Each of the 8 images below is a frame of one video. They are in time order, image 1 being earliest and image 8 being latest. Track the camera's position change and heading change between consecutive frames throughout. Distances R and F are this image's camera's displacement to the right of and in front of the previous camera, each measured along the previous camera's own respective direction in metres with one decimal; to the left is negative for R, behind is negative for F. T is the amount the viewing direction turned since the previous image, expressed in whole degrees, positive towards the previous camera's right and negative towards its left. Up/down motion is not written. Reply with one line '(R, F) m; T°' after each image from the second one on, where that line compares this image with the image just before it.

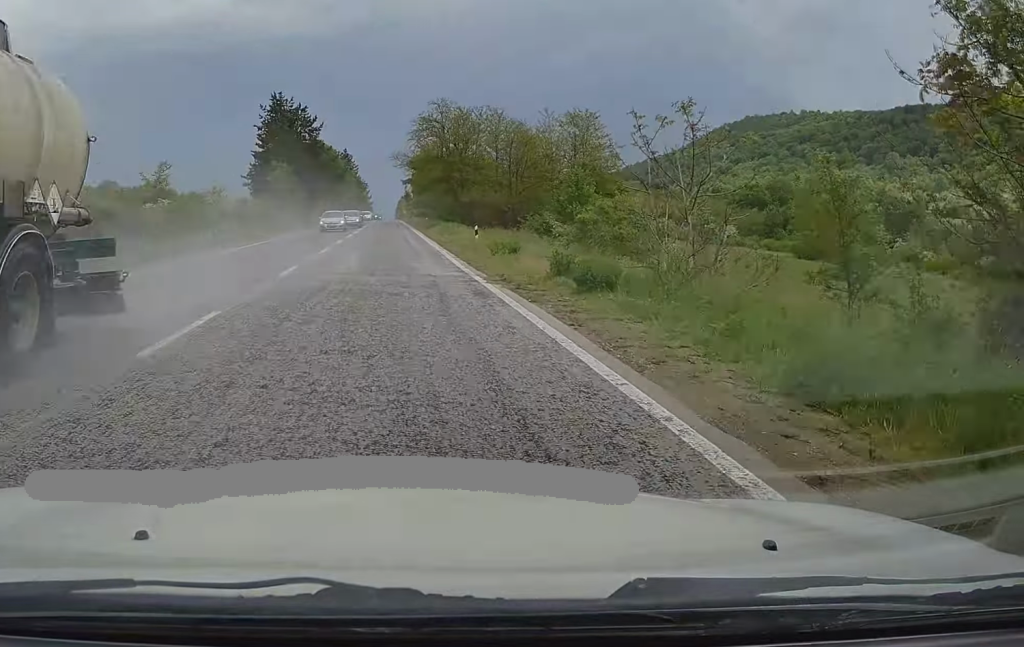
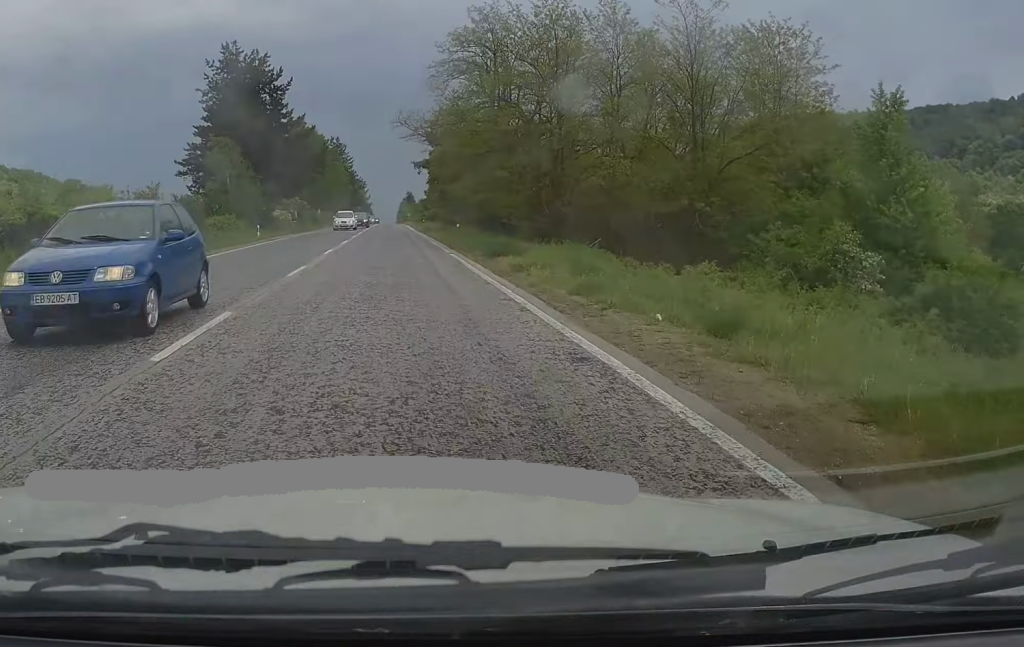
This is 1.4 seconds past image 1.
(-0.3, +35.9) m; 0°
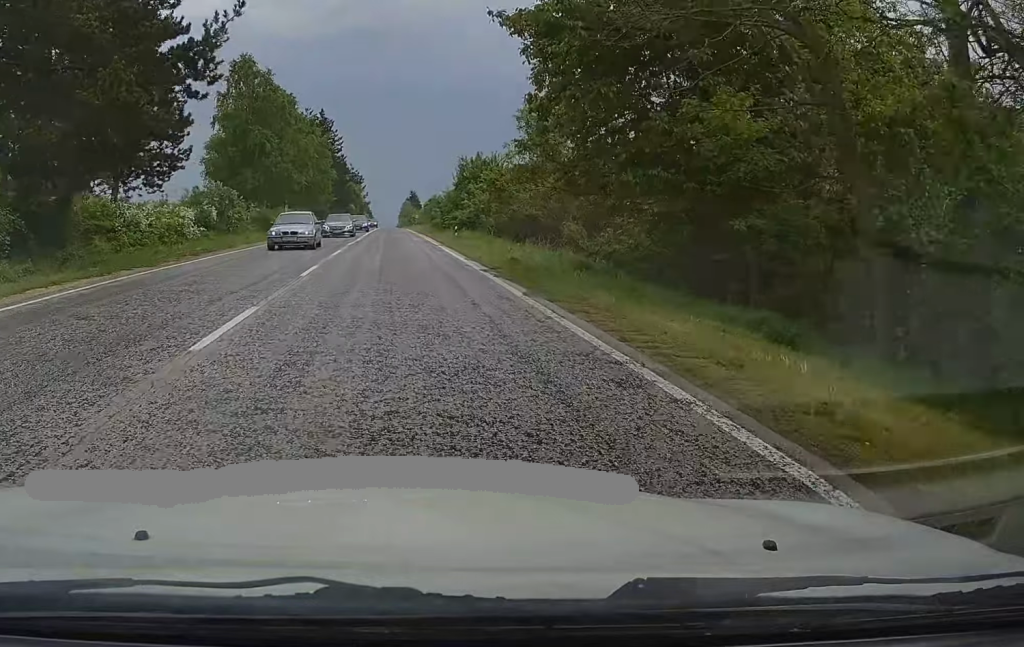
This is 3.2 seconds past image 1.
(+0.1, +44.3) m; -1°
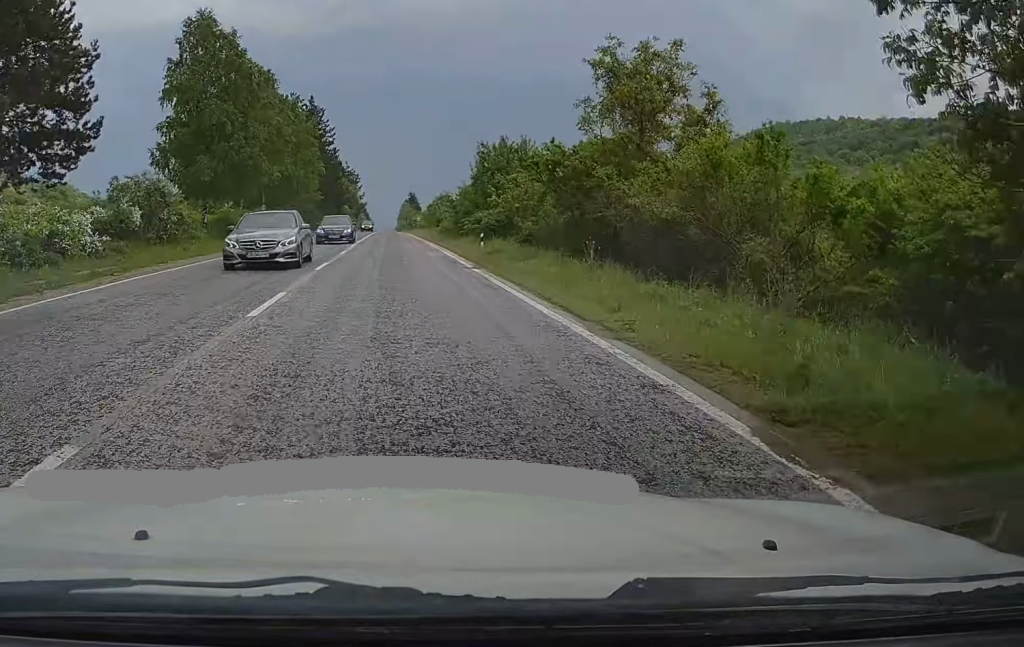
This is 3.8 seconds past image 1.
(-0.1, +15.1) m; 0°
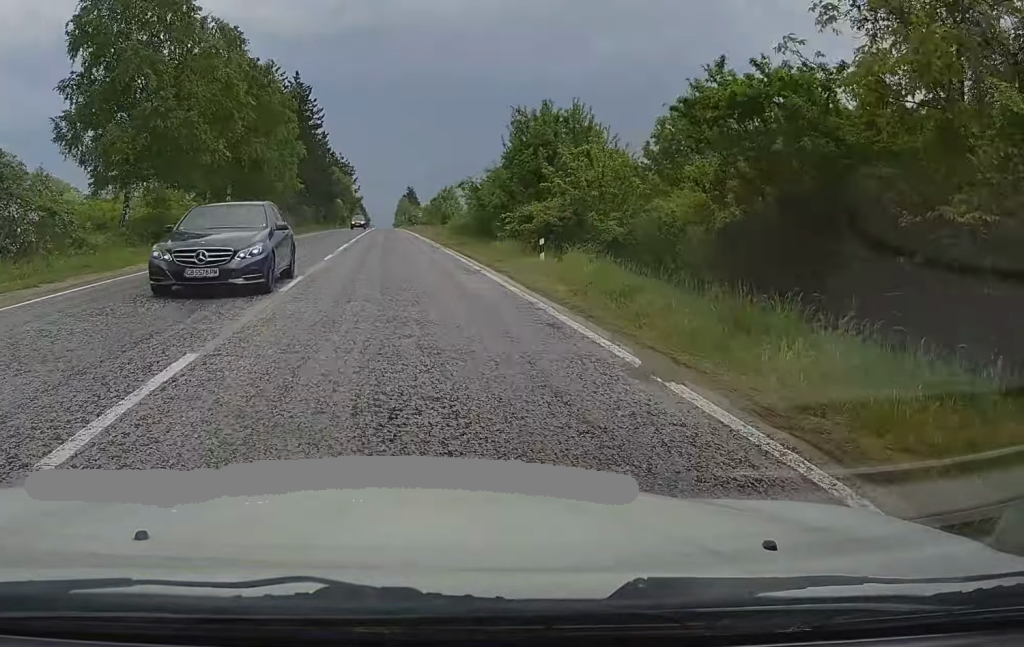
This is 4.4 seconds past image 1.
(-0.1, +15.1) m; +1°
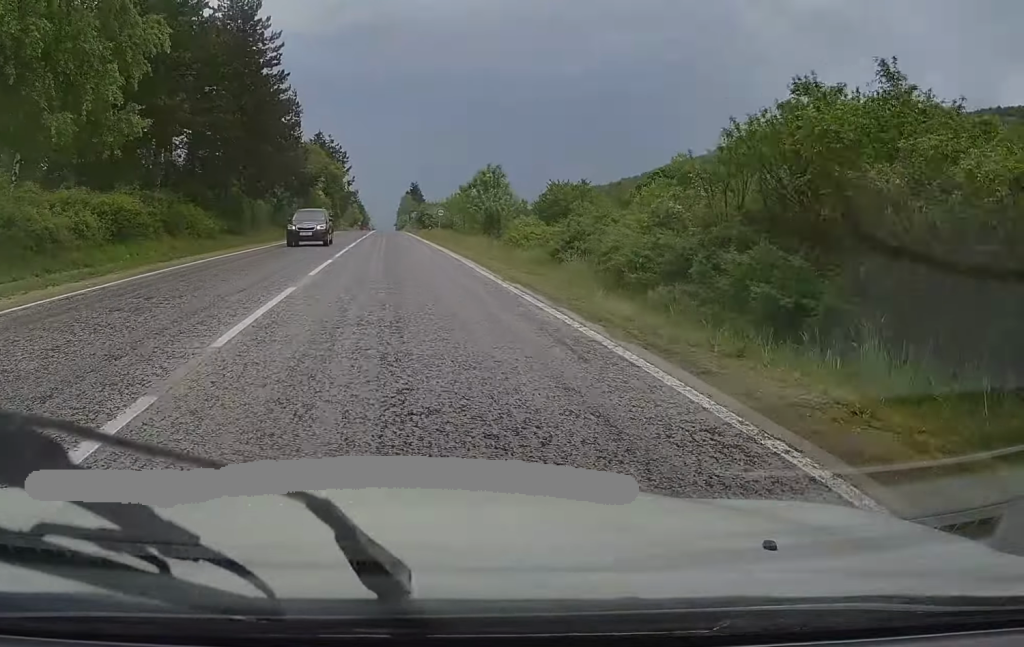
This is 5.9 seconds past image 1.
(+0.2, +38.0) m; 0°
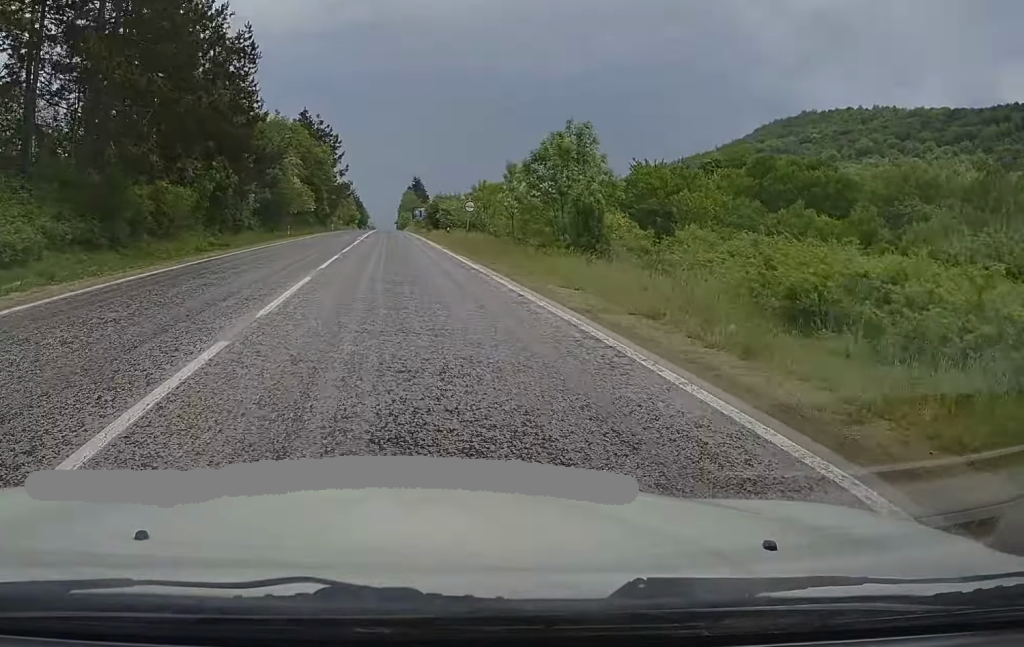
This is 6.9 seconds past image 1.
(+0.1, +24.5) m; +1°
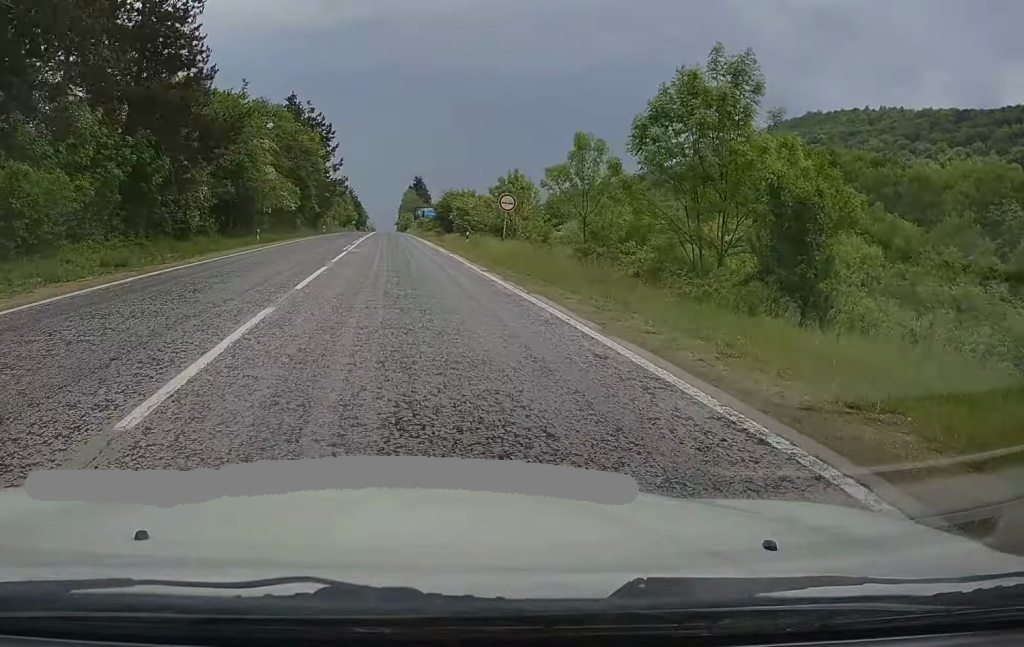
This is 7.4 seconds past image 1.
(+0.1, +14.4) m; 0°
